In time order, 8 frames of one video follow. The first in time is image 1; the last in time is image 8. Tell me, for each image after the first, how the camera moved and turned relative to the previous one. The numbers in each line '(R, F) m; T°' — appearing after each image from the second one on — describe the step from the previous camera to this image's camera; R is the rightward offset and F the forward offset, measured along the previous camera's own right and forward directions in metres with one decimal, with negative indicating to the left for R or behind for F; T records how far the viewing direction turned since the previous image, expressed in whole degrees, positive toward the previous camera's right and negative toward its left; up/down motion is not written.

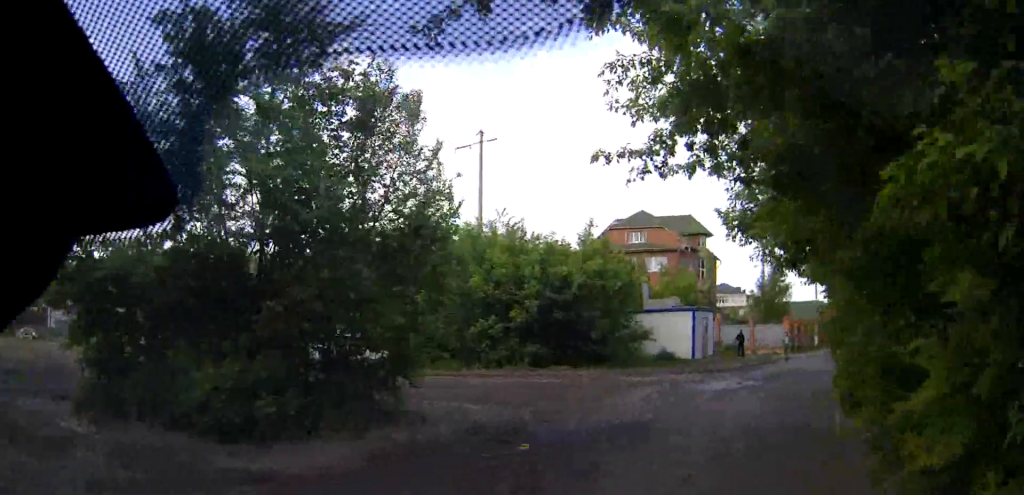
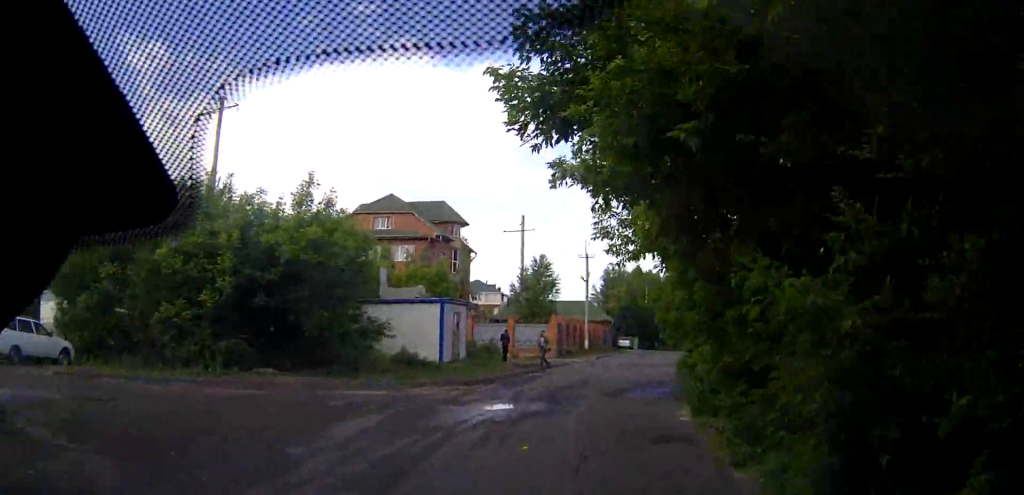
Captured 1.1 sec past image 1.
(+1.1, +6.7) m; +14°
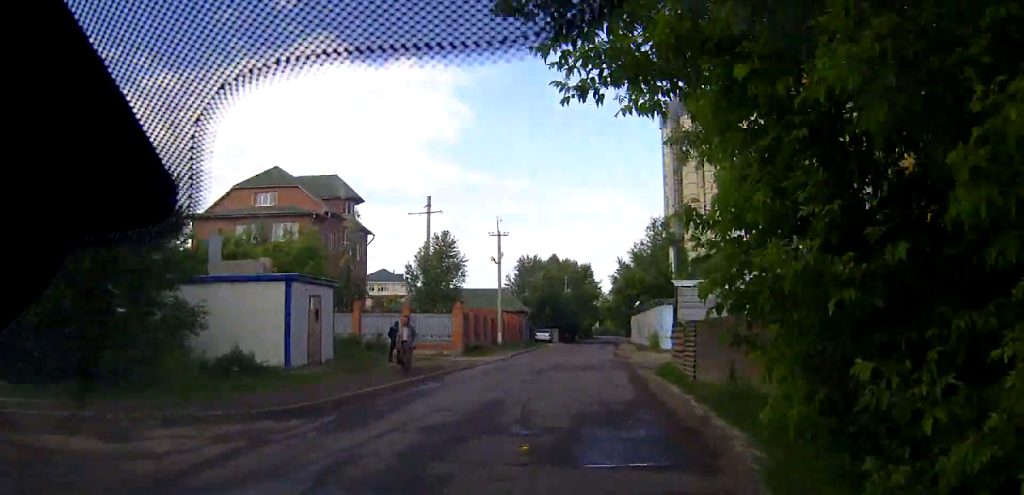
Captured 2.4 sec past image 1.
(+0.7, +9.3) m; +7°
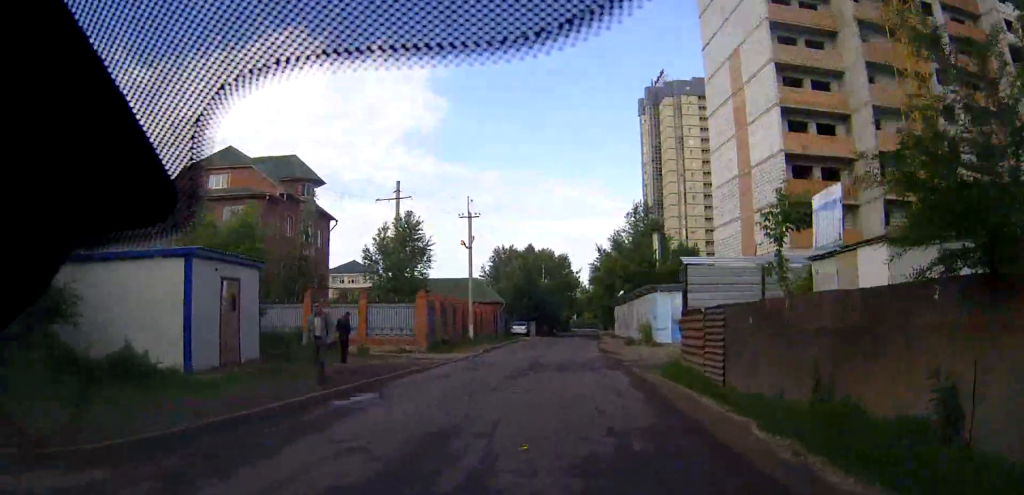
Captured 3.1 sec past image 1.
(+0.2, +5.3) m; +3°
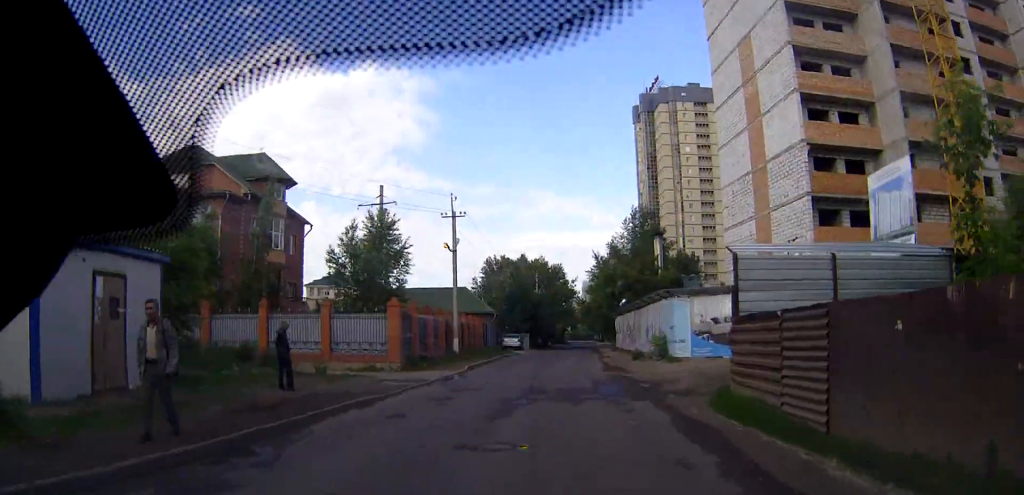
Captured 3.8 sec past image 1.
(+0.2, +6.0) m; +3°
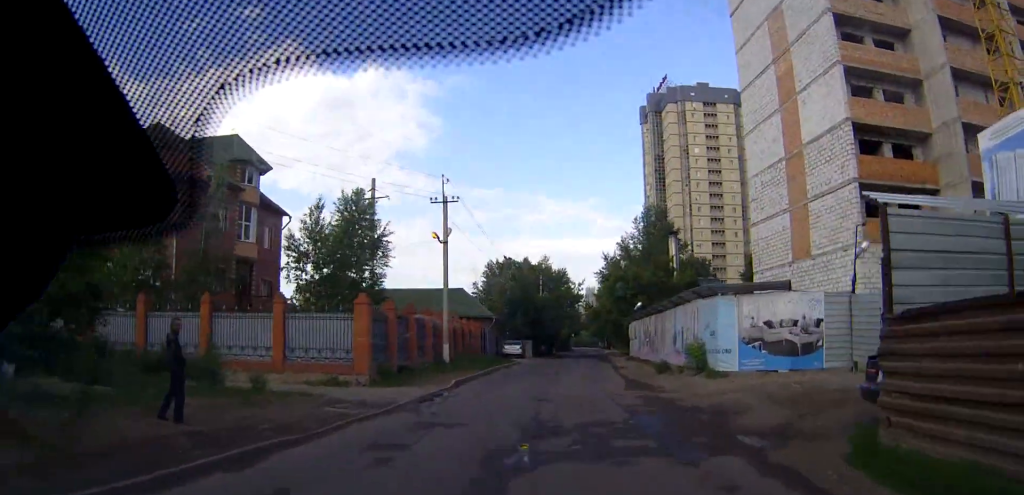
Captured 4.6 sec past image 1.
(+0.1, +6.6) m; +2°
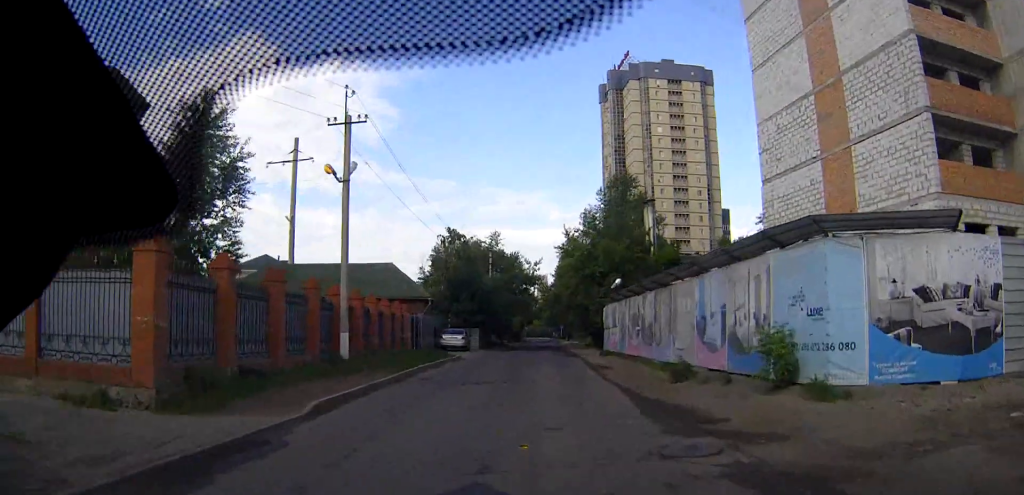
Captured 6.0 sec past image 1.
(+0.4, +12.0) m; +3°
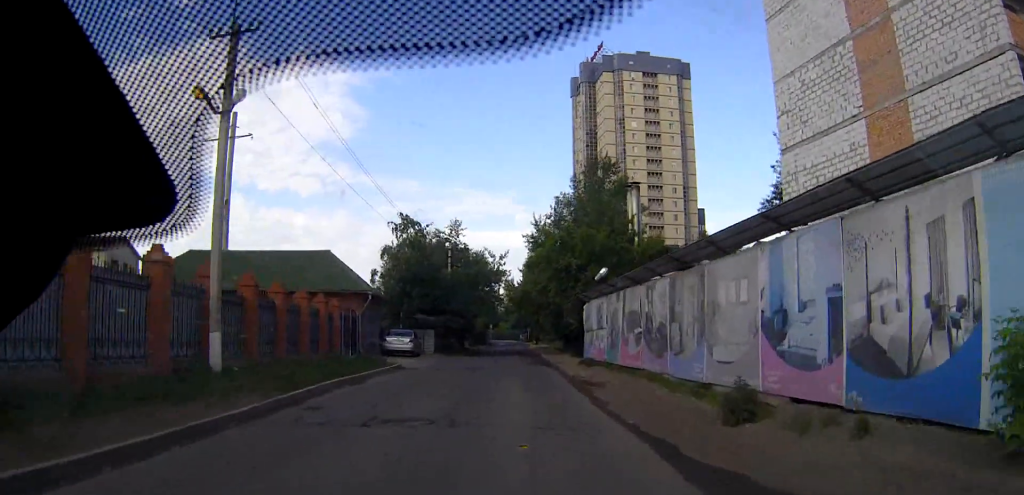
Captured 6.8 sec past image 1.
(+0.1, +8.2) m; +2°
